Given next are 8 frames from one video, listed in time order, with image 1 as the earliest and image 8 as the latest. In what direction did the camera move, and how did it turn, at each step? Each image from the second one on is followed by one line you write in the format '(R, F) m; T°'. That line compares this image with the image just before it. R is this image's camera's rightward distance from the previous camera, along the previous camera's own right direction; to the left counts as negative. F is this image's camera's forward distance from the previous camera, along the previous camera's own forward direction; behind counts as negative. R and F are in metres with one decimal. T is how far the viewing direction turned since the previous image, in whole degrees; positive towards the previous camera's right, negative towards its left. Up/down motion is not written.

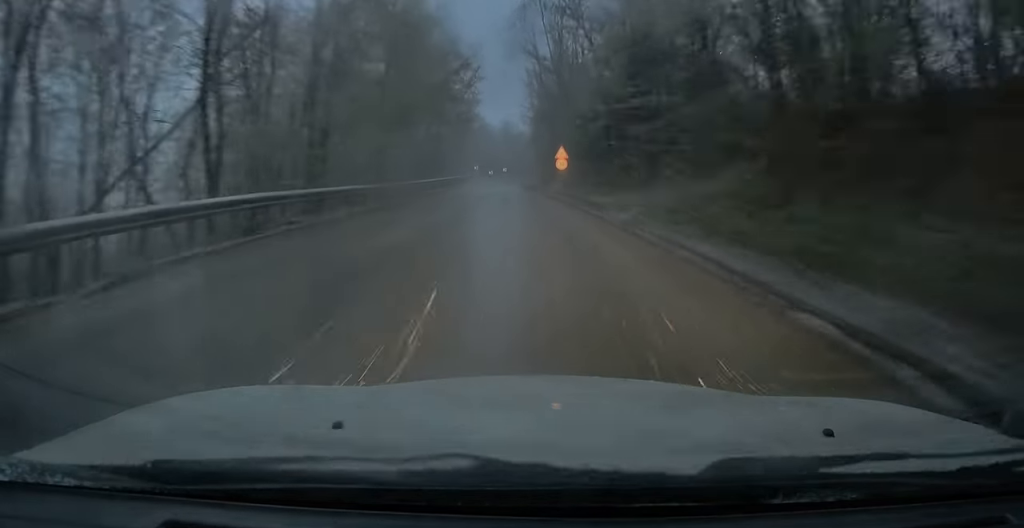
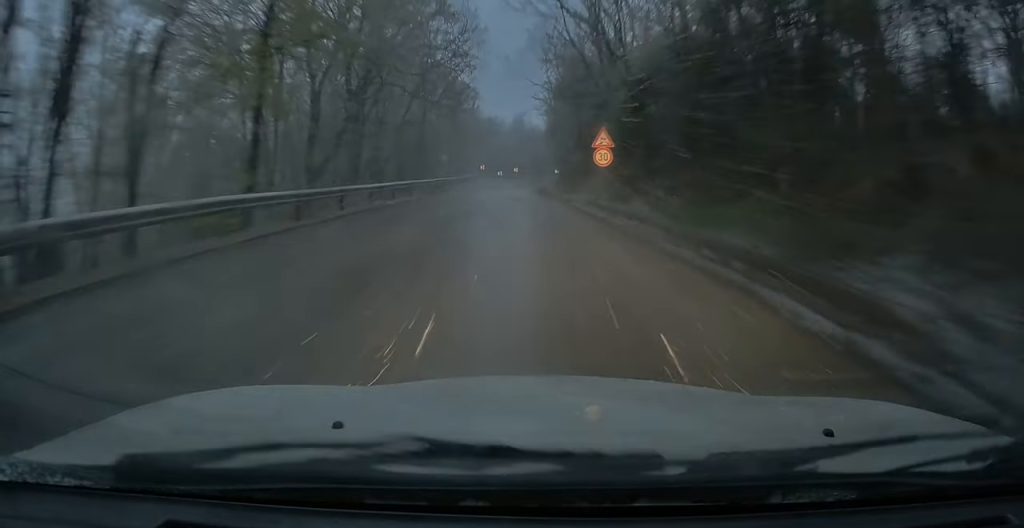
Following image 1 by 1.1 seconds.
(+0.2, +16.4) m; 0°
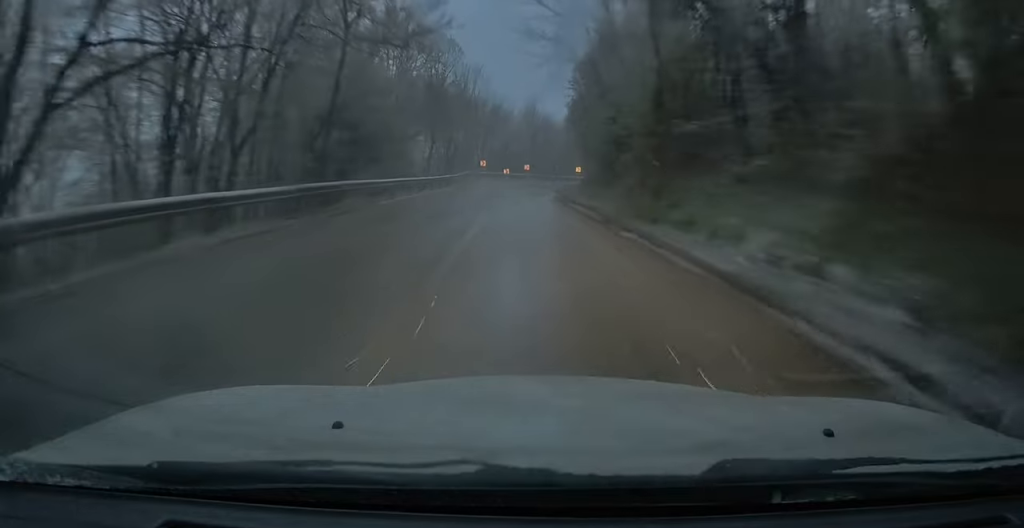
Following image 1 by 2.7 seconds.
(-0.4, +22.5) m; -1°
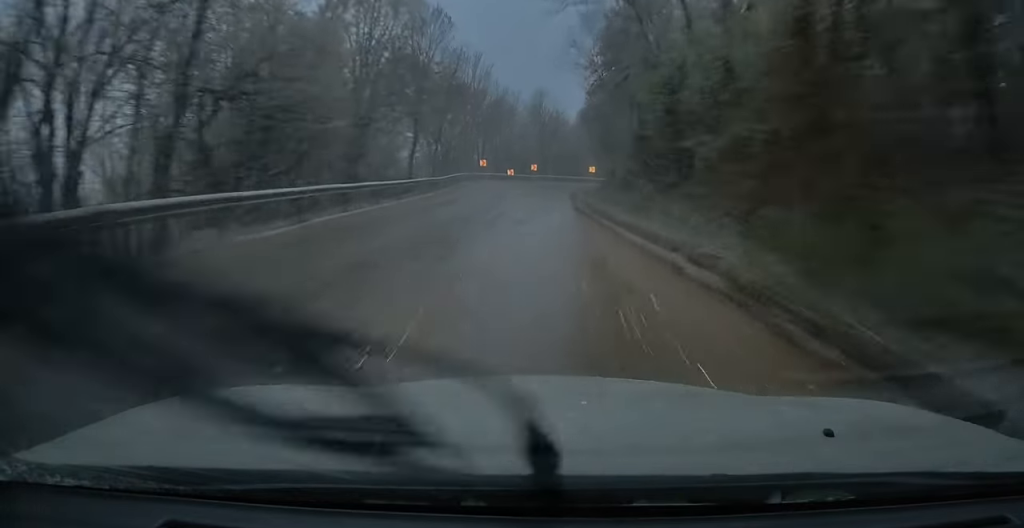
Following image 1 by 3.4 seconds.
(0.0, +10.6) m; +1°
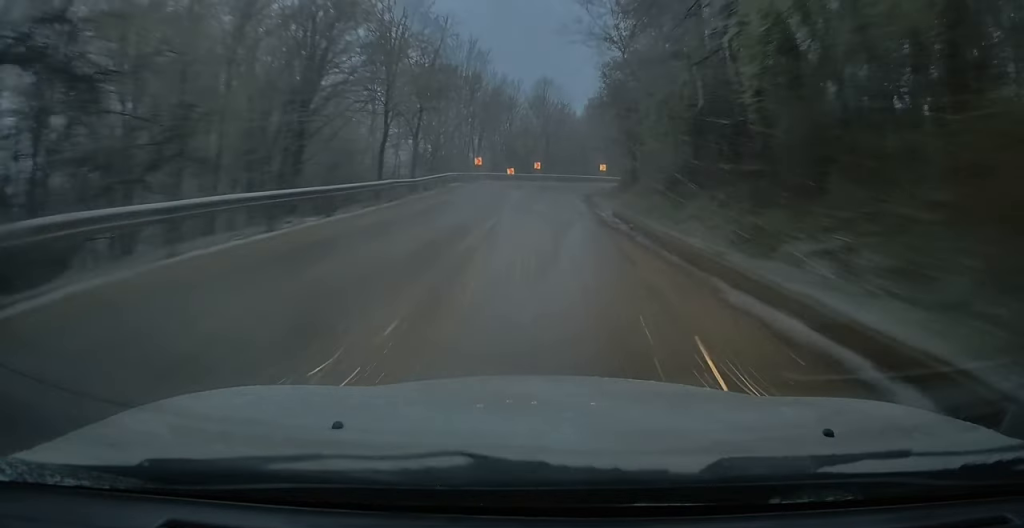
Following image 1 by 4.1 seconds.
(0.0, +8.8) m; +1°
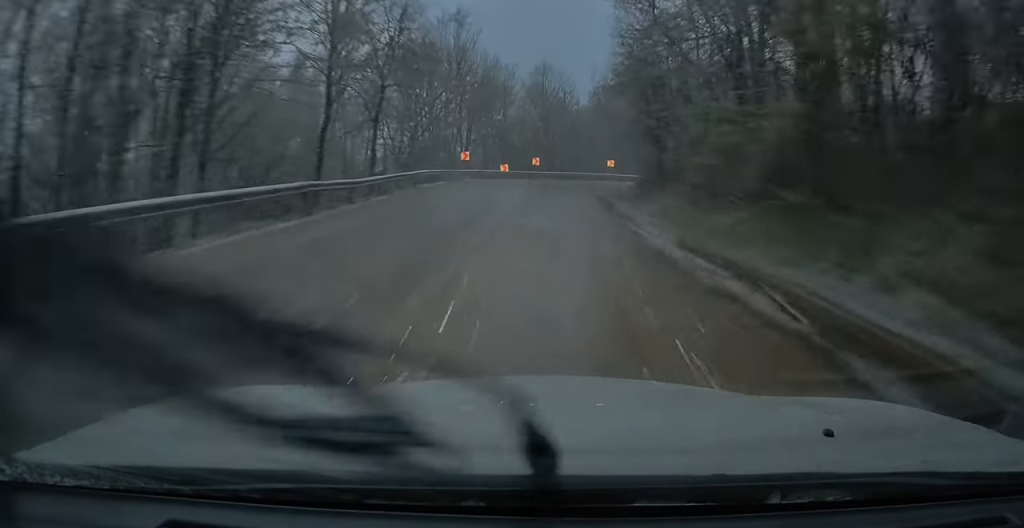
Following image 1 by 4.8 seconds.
(+0.1, +8.8) m; +1°
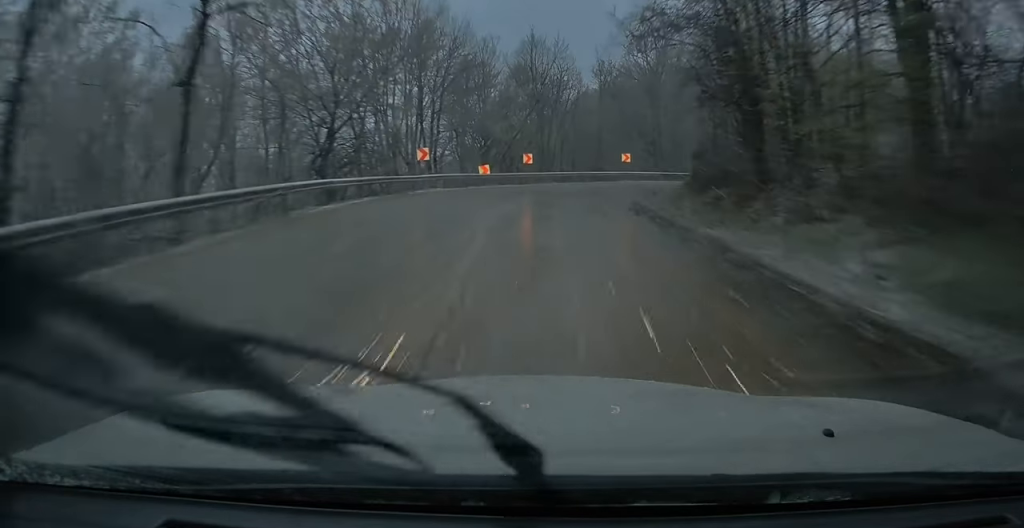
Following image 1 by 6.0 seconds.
(+0.3, +14.2) m; +4°
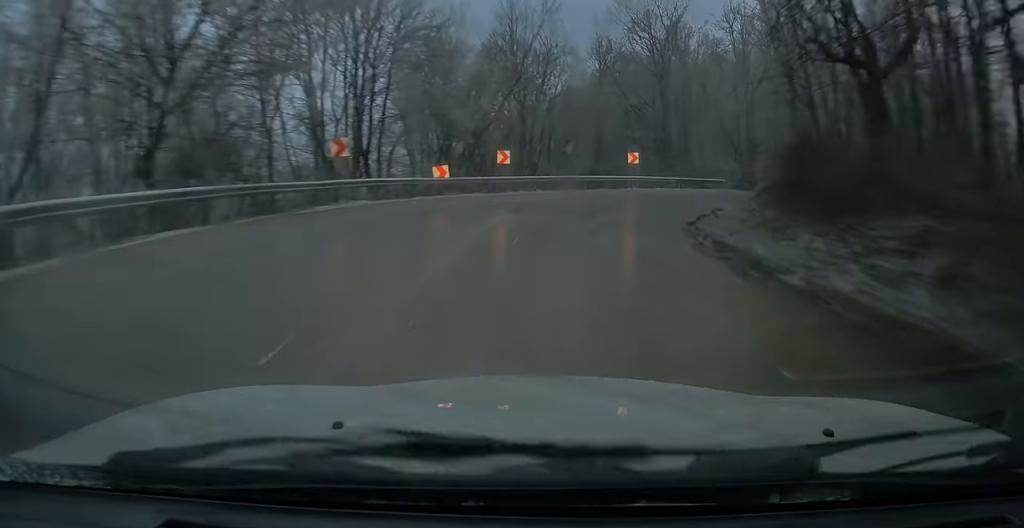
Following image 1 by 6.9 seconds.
(+0.5, +10.5) m; +6°
